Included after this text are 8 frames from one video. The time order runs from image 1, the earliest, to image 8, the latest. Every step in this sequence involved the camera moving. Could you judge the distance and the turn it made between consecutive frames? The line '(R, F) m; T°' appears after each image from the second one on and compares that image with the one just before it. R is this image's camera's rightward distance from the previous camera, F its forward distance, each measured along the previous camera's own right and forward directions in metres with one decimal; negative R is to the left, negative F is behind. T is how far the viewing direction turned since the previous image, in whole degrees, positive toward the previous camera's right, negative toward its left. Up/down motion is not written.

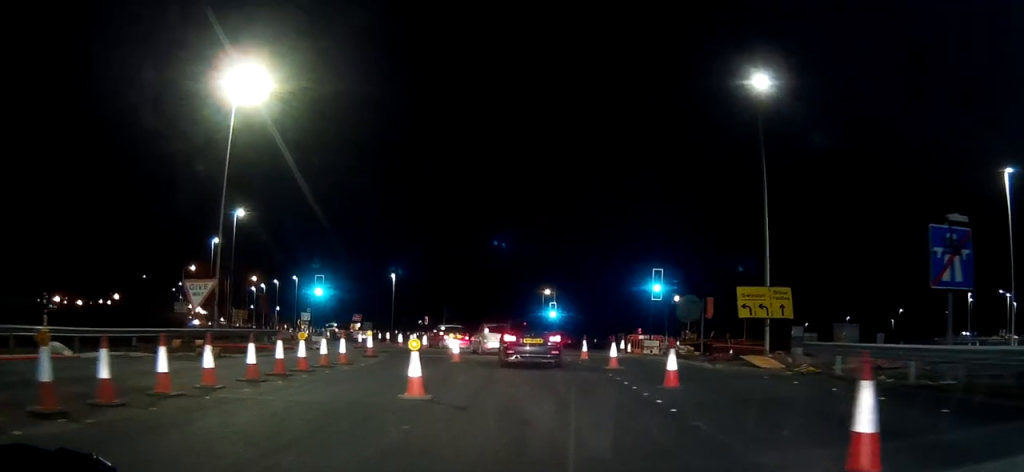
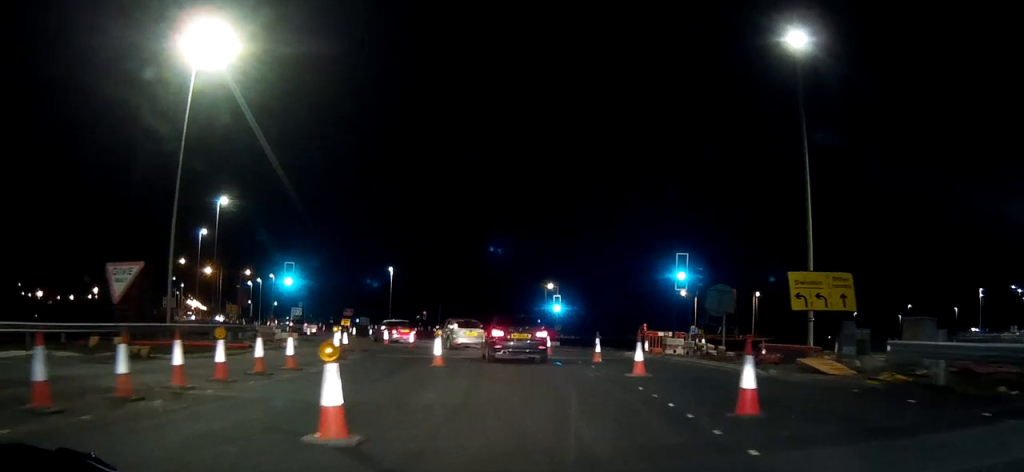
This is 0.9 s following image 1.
(-0.2, +4.1) m; -2°
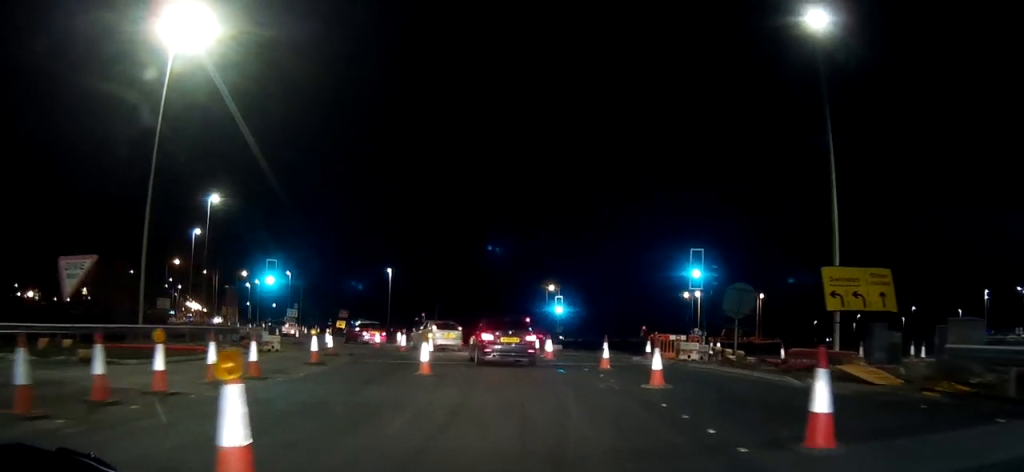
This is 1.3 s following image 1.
(0.0, +2.2) m; -1°
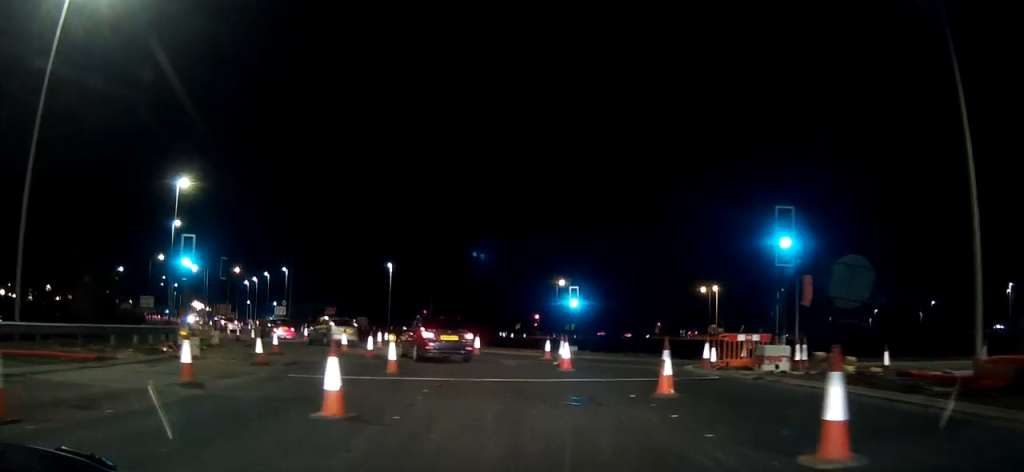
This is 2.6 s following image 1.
(-0.1, +7.8) m; -2°
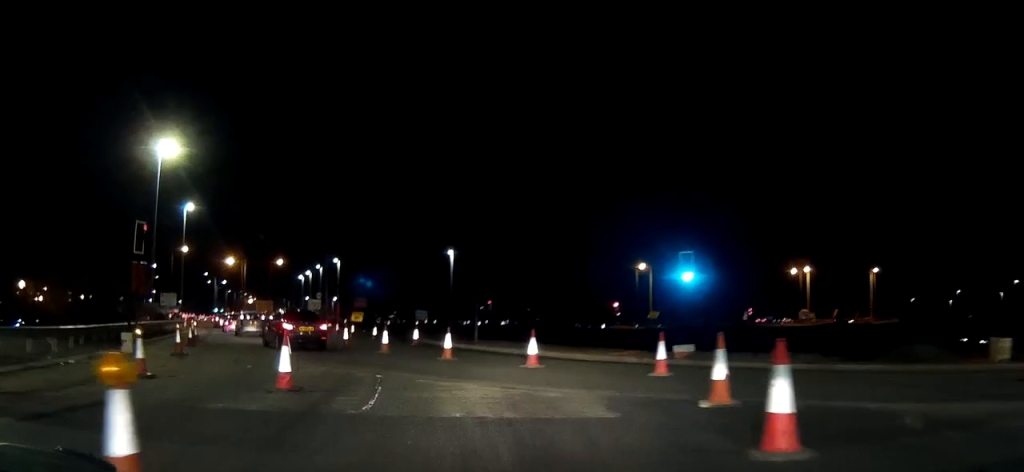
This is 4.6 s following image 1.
(0.0, +13.3) m; -2°
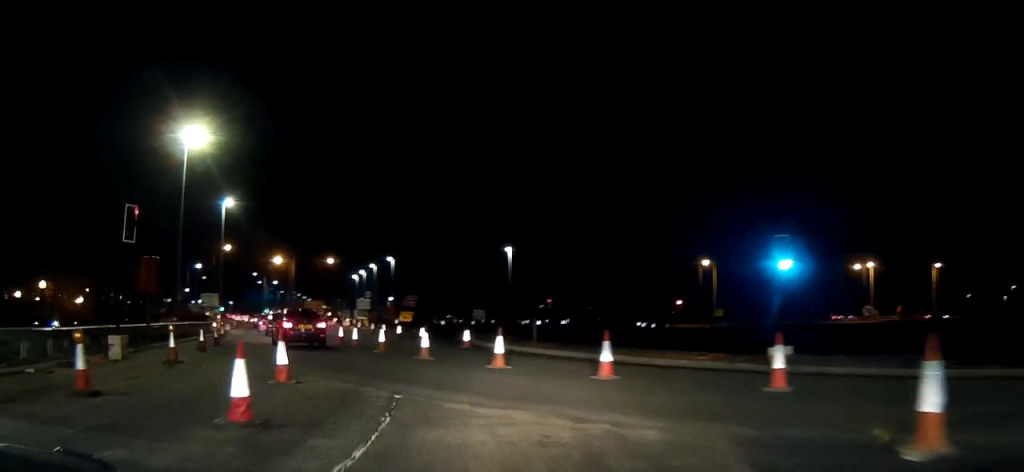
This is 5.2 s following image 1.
(-0.1, +4.1) m; -5°
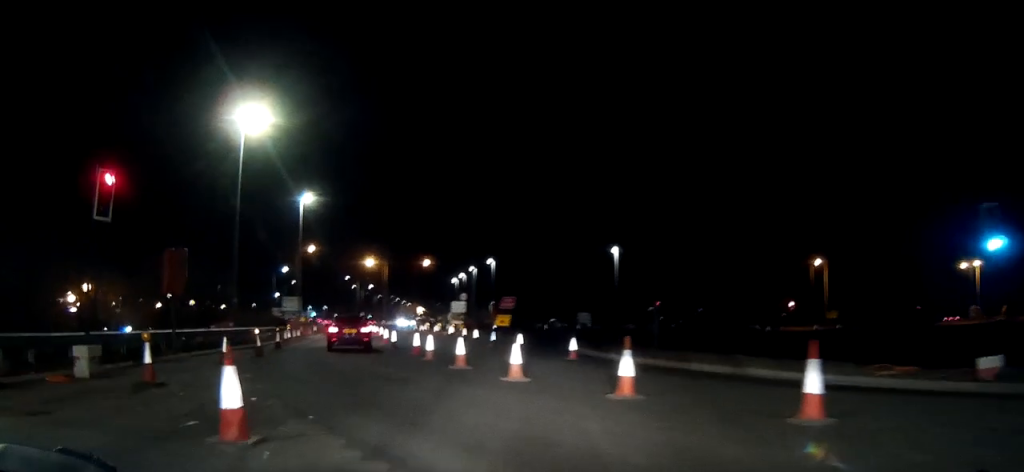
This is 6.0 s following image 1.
(-0.3, +6.0) m; -11°
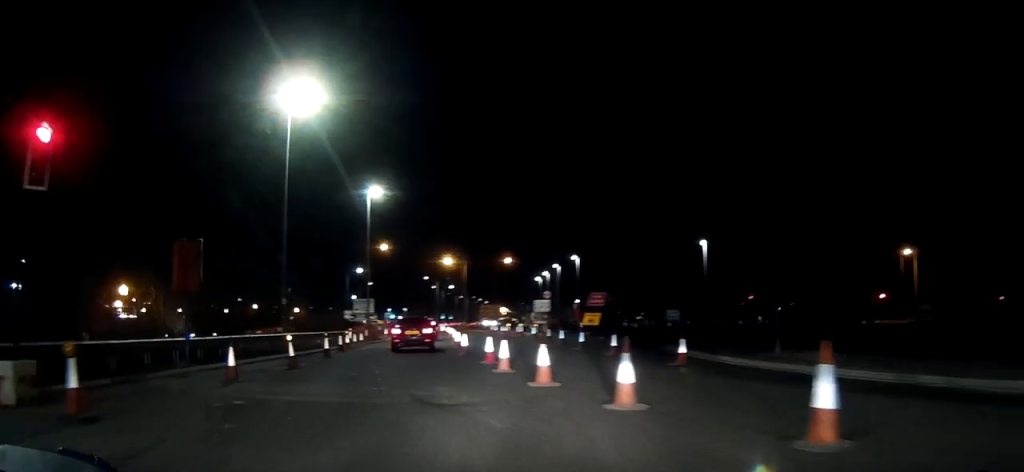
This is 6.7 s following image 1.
(-0.7, +4.9) m; -7°
